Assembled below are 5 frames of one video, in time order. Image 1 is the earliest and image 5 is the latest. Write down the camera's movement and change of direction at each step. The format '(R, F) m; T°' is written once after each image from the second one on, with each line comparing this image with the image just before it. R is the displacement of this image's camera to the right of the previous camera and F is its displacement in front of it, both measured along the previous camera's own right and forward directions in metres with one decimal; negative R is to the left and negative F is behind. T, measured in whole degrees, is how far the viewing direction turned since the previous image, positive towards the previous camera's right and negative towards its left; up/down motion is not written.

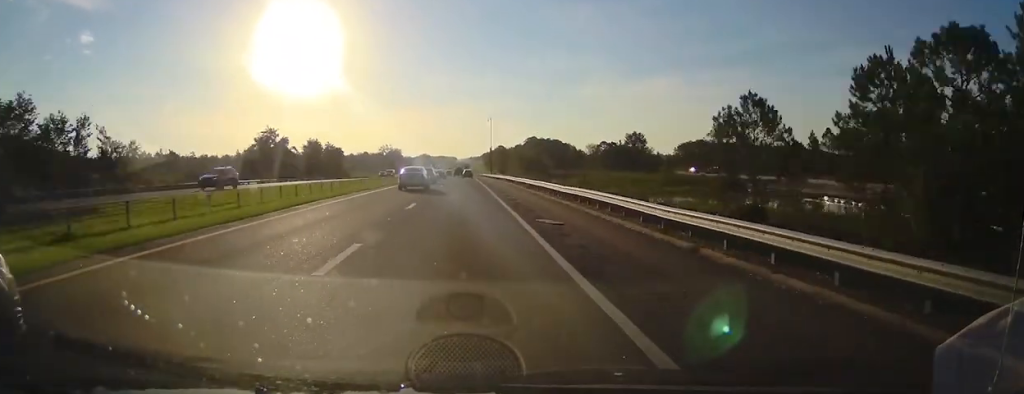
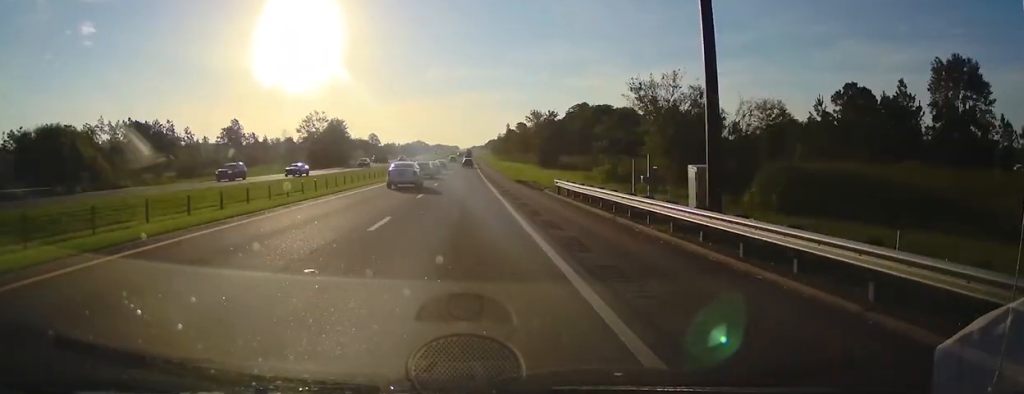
(+0.2, +150.1) m; 0°
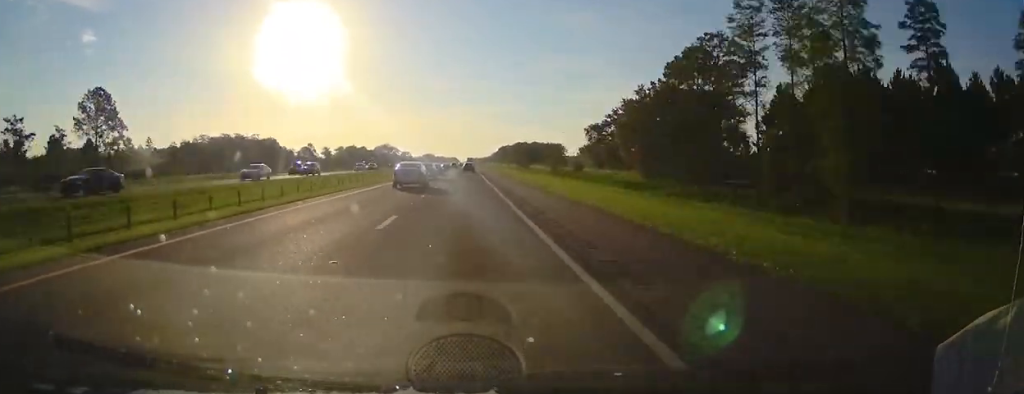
(-2.8, +258.2) m; -1°
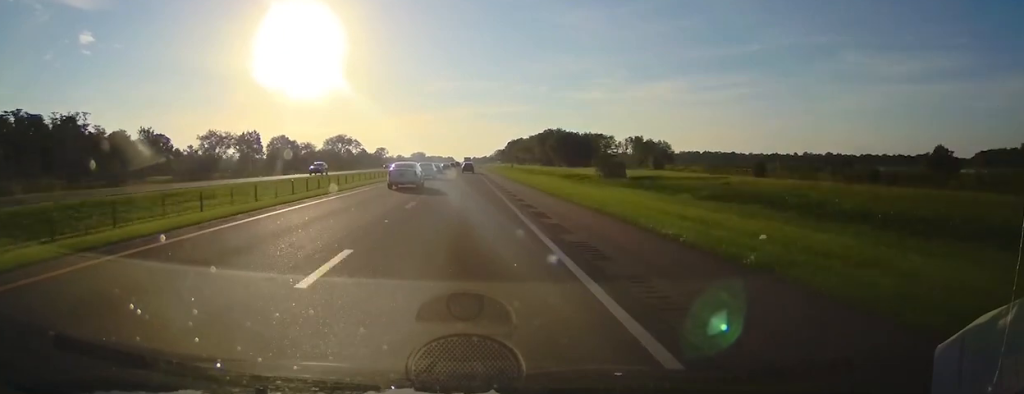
(+0.4, +143.9) m; 0°
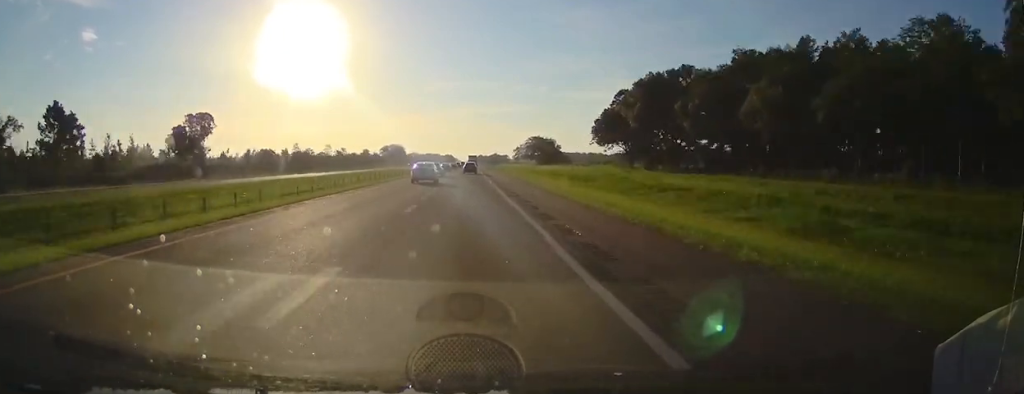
(+0.7, +342.2) m; 0°
